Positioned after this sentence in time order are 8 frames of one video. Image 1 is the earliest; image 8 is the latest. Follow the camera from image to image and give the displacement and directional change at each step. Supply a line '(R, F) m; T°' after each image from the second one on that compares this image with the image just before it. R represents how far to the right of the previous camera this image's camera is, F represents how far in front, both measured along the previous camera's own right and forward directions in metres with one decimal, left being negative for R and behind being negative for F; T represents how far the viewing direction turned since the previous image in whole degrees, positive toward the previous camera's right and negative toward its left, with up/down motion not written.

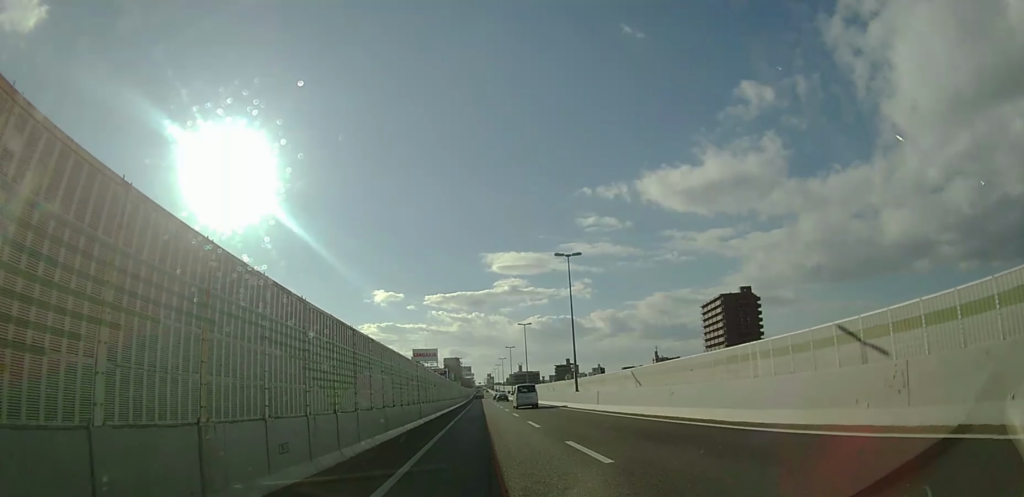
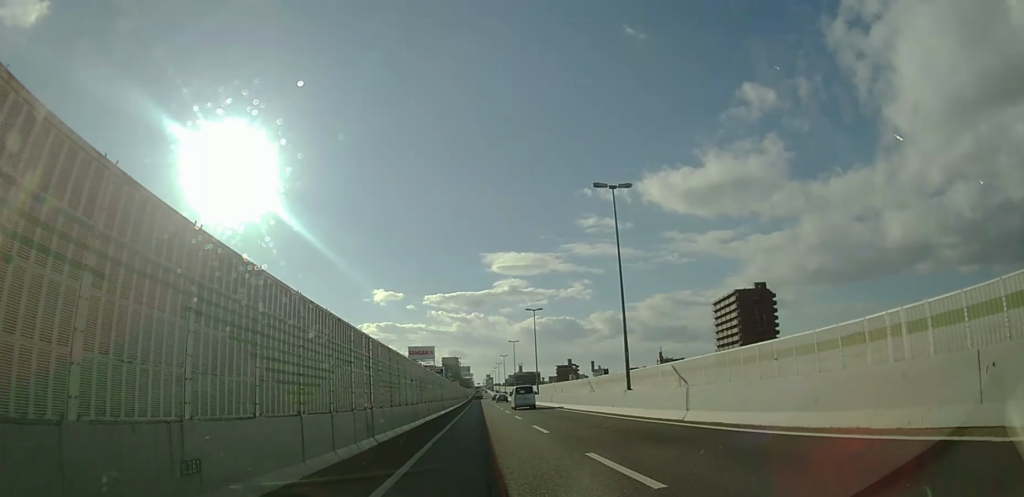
(-0.1, +12.7) m; 0°
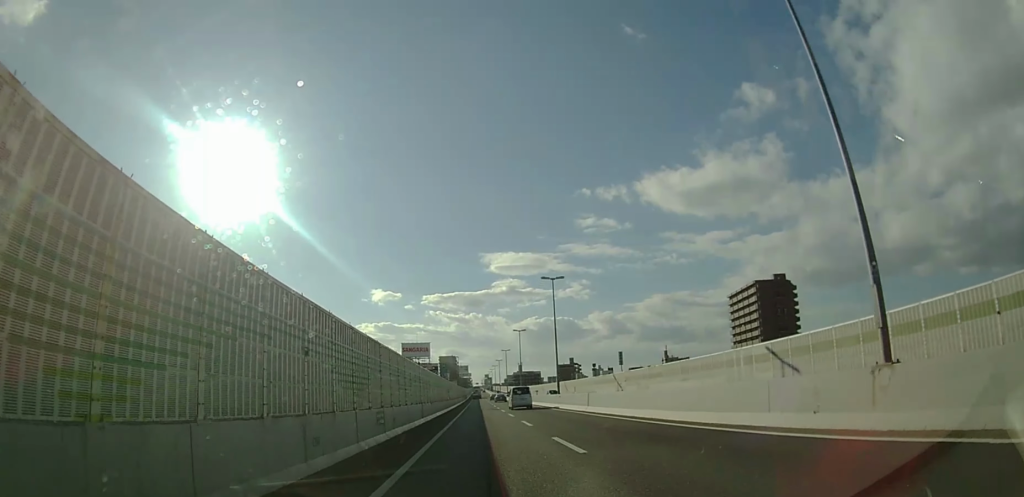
(-0.2, +15.8) m; 0°
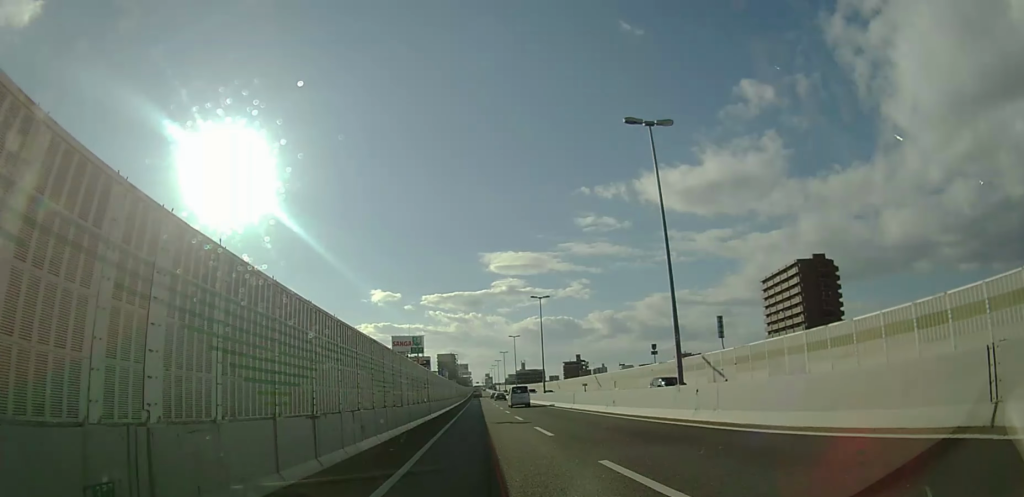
(+0.3, +24.8) m; +1°
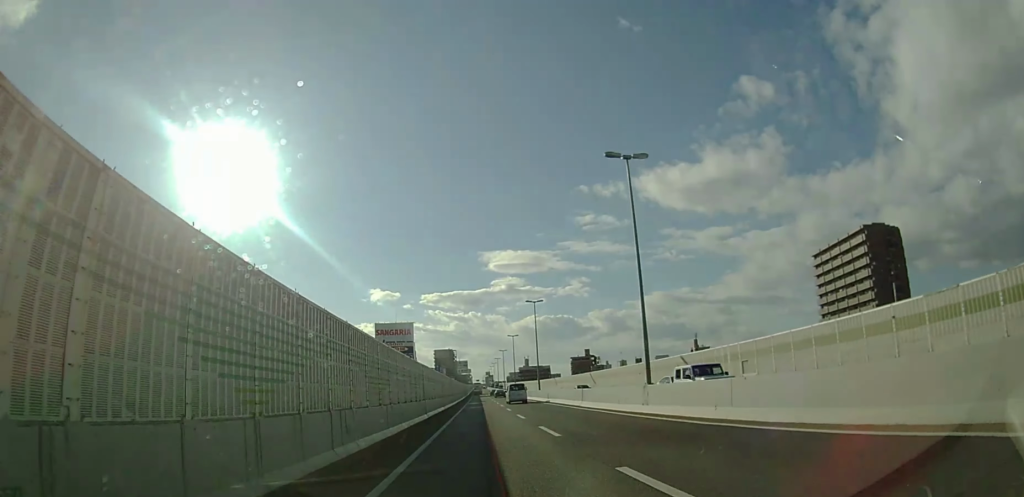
(0.0, +31.4) m; 0°
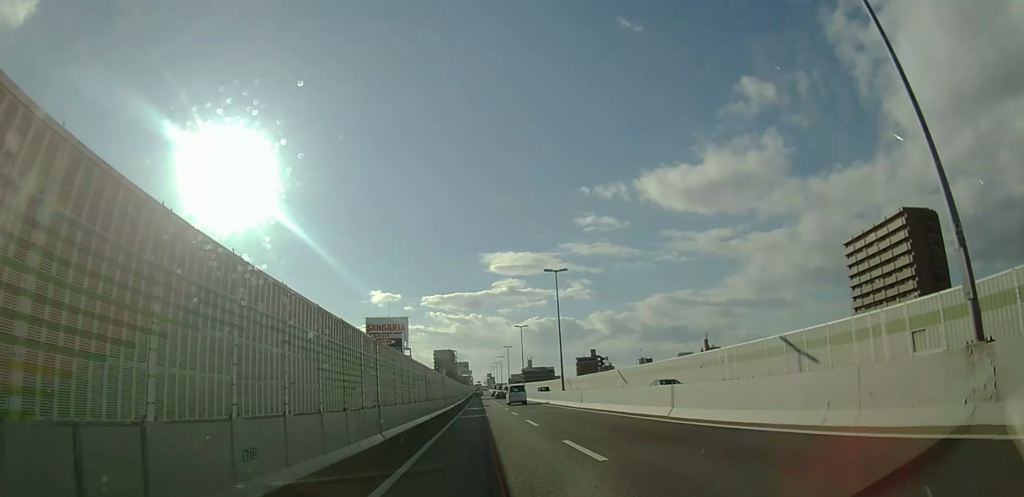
(0.0, +15.0) m; 0°
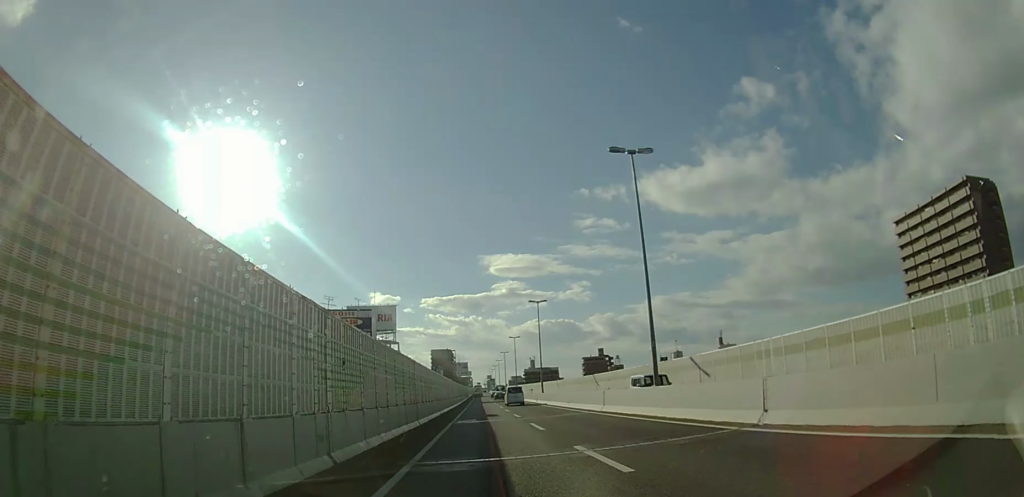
(0.0, +21.1) m; 0°
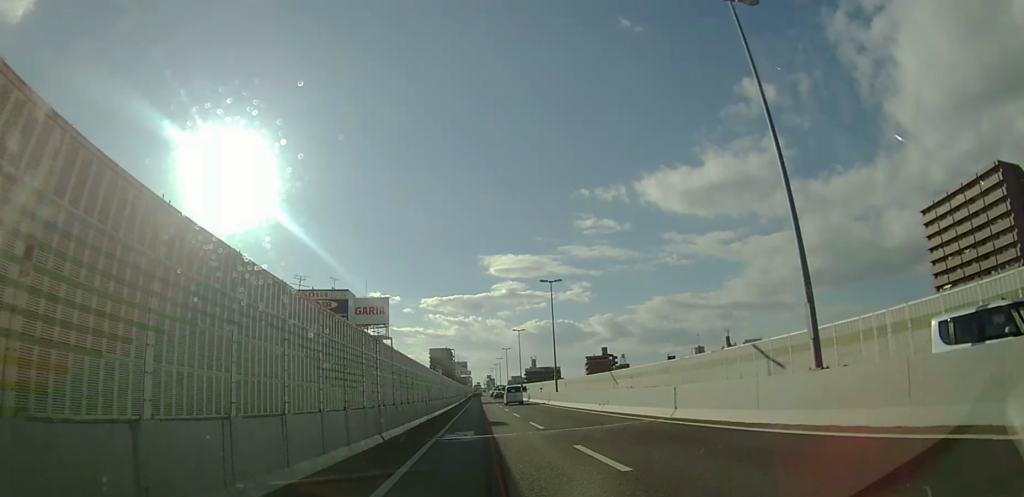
(0.0, +10.5) m; 0°
